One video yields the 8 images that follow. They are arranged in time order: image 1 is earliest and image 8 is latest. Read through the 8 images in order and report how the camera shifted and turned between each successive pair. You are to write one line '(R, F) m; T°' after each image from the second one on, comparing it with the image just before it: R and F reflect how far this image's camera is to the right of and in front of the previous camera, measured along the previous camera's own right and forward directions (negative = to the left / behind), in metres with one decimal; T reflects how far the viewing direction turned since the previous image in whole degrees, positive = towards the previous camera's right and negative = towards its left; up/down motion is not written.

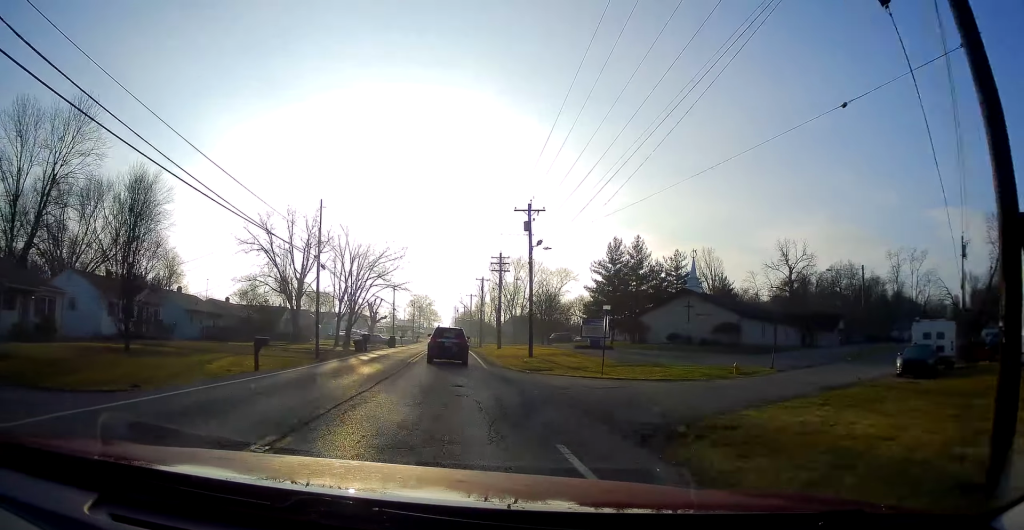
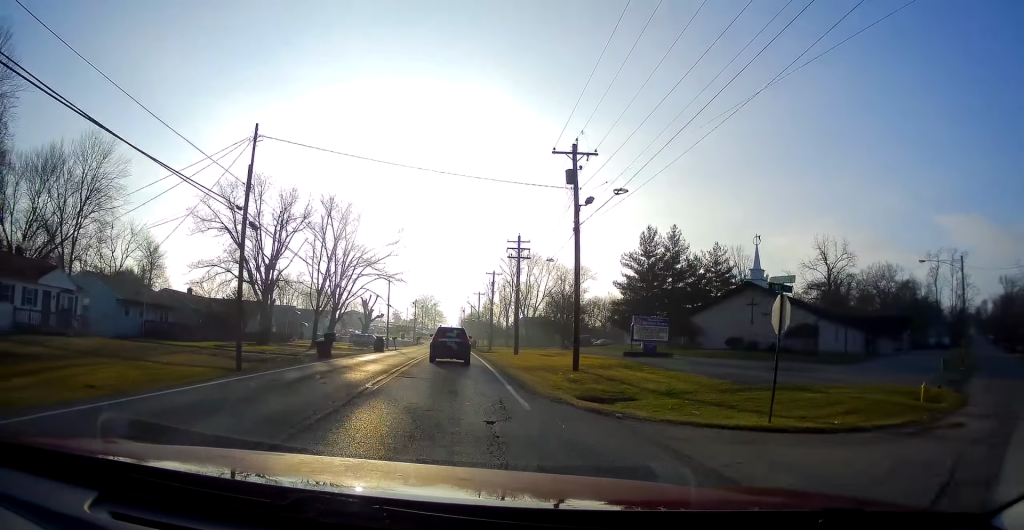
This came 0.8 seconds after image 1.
(-0.1, +13.6) m; -1°
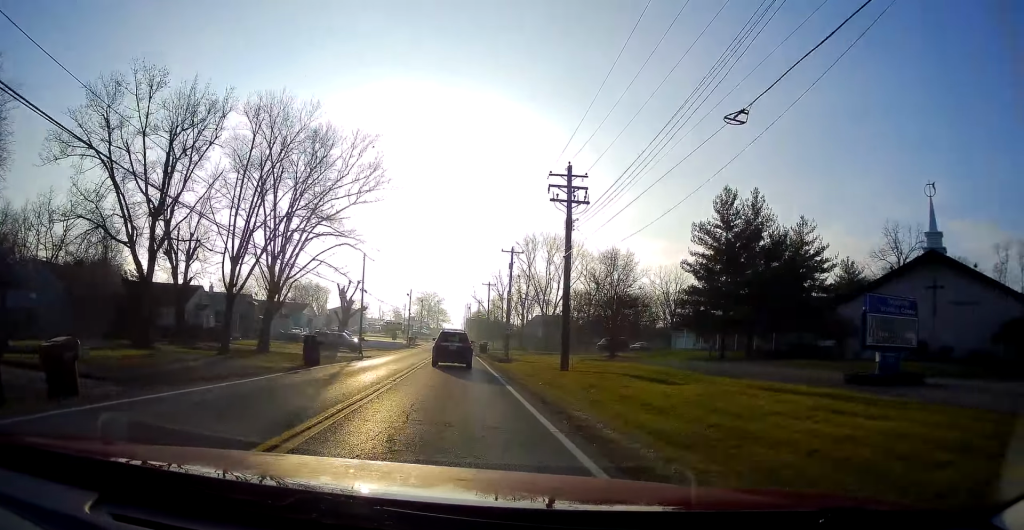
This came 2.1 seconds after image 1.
(-0.1, +22.7) m; +1°
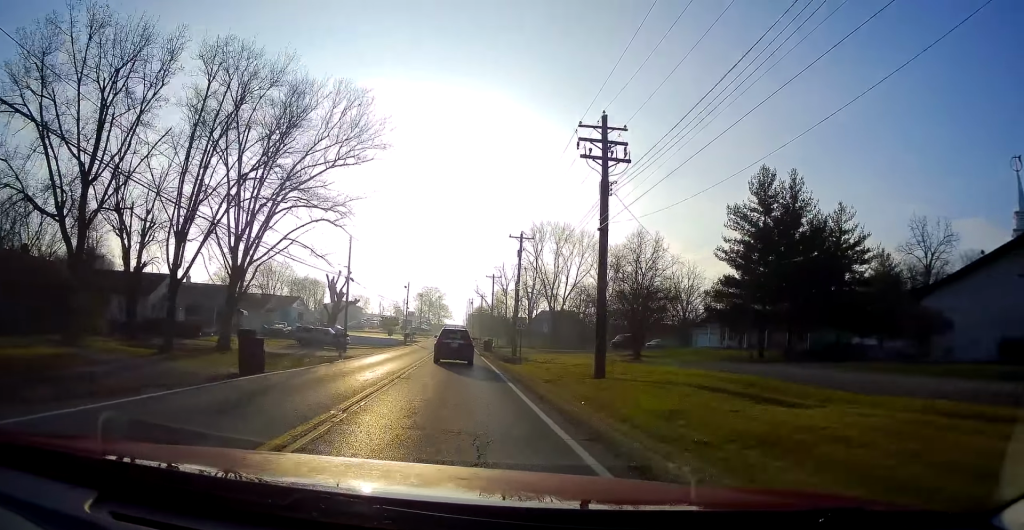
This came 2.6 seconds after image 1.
(0.0, +7.4) m; 0°
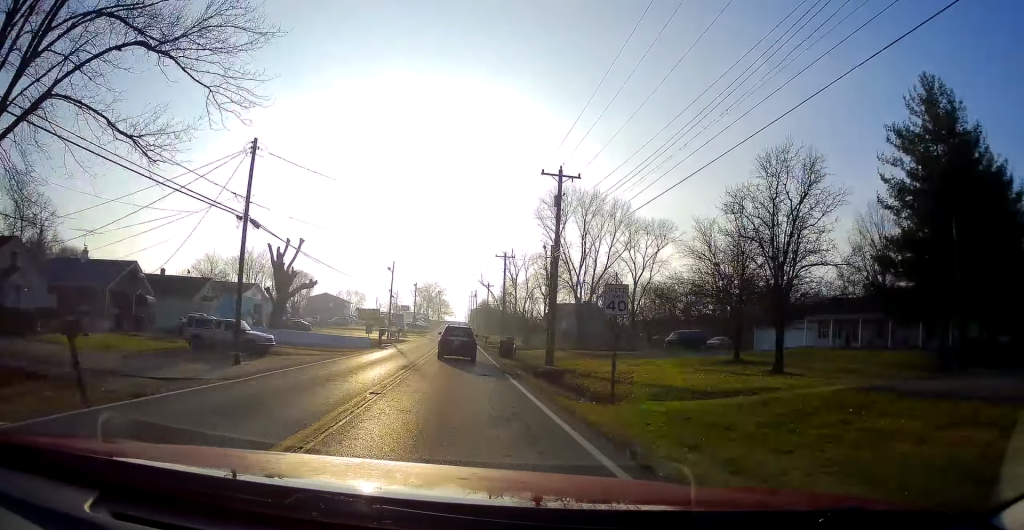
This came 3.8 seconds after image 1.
(-0.4, +21.7) m; -2°
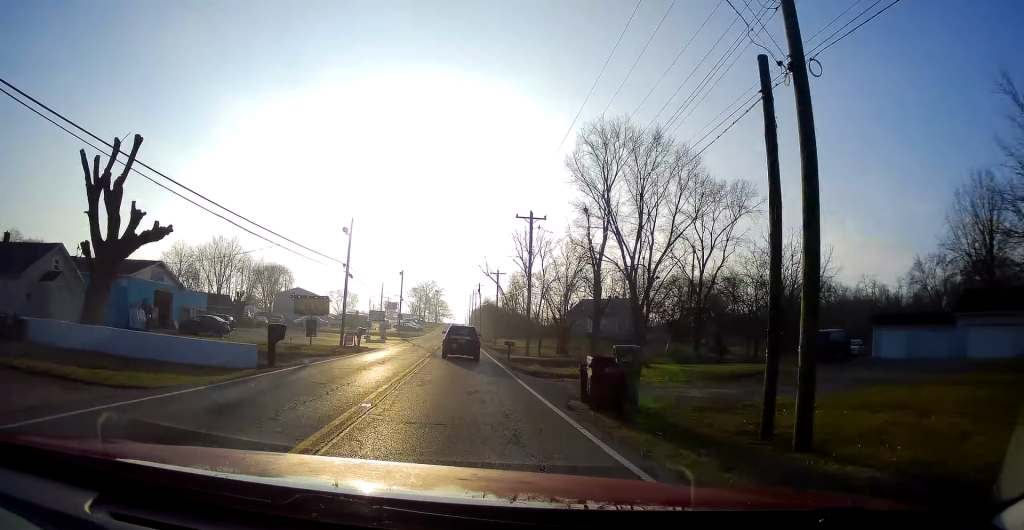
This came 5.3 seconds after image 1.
(-0.1, +26.2) m; 0°
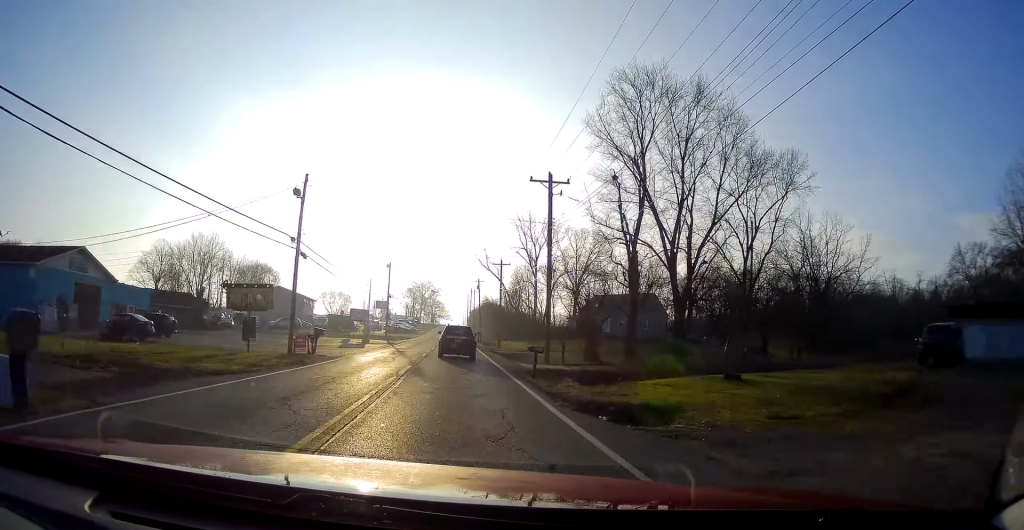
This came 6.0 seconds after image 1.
(-0.2, +11.9) m; +1°
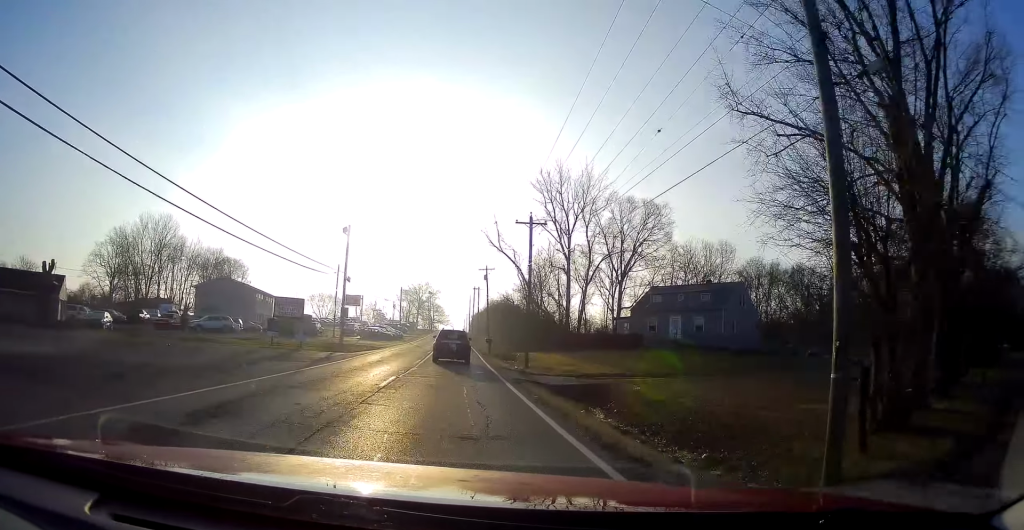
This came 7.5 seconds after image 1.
(+0.6, +27.5) m; +2°
